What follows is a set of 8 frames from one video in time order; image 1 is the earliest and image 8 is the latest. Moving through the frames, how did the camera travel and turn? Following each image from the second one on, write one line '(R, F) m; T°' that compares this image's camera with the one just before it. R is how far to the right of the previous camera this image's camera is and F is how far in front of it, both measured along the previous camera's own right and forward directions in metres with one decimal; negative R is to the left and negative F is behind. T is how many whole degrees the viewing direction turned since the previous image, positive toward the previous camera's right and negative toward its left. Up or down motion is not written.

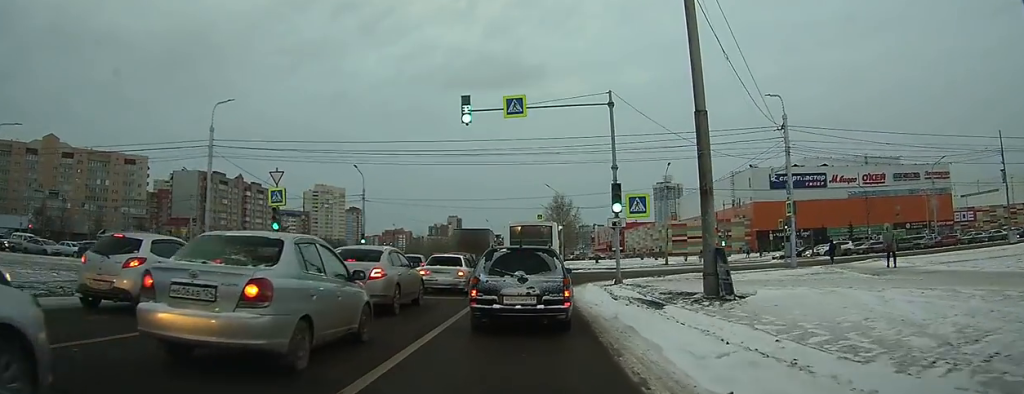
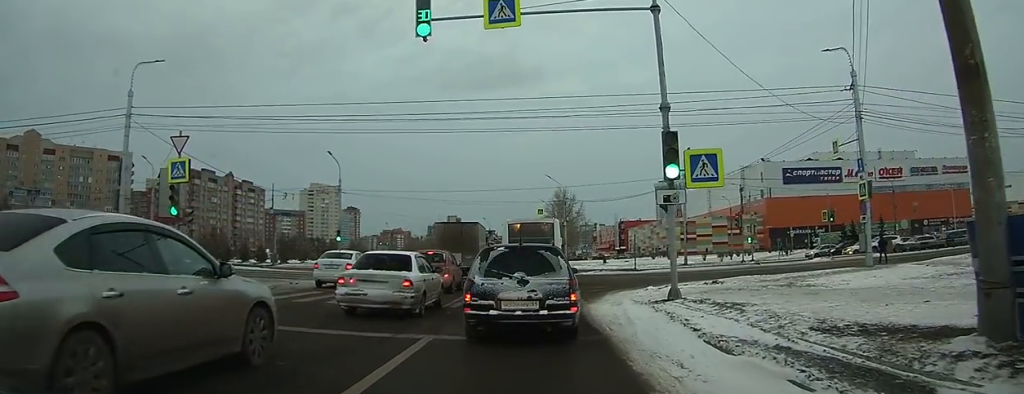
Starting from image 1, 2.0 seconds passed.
(-0.2, +9.8) m; -1°
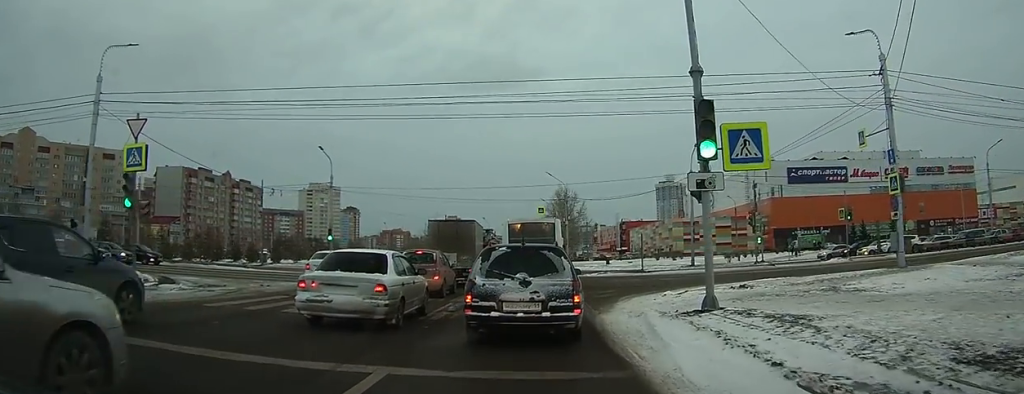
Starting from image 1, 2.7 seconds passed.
(0.0, +3.0) m; -1°
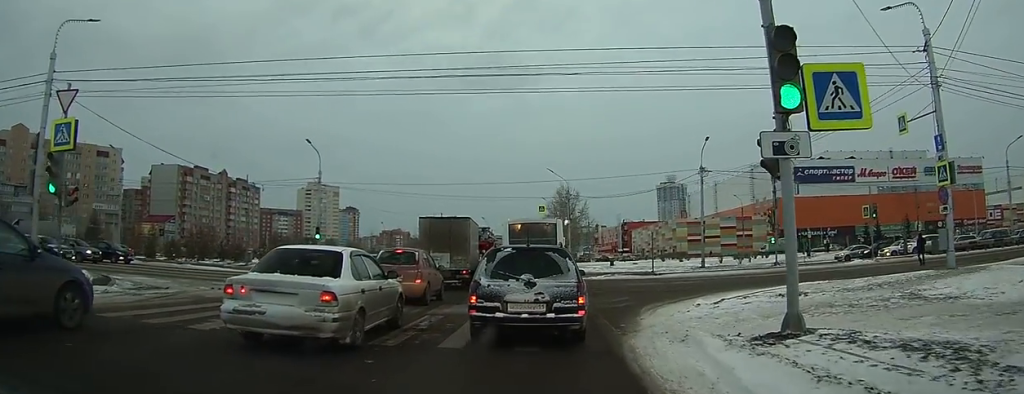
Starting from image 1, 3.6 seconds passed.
(0.0, +4.0) m; -1°
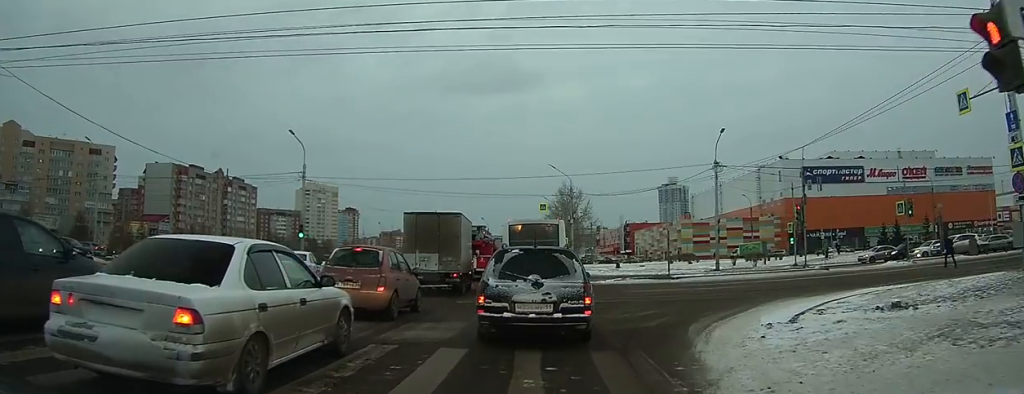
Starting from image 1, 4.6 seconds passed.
(0.0, +4.8) m; +3°
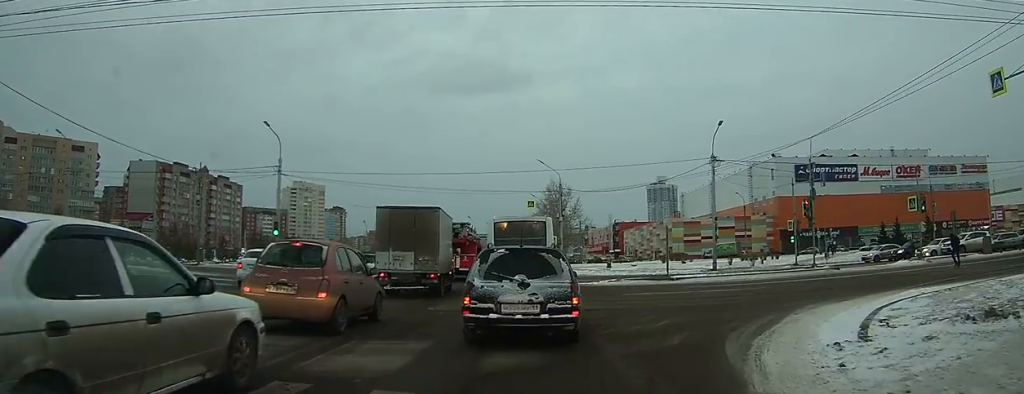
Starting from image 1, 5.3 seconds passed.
(0.0, +2.9) m; +4°
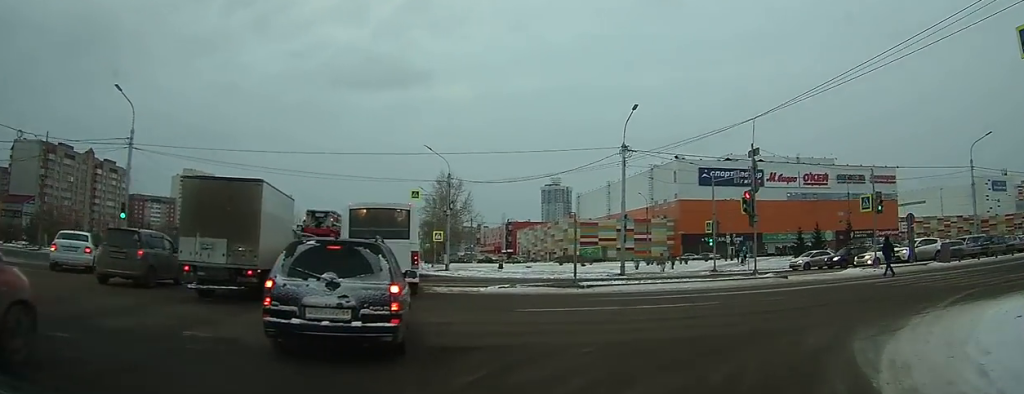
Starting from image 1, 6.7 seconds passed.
(+0.8, +6.5) m; +13°
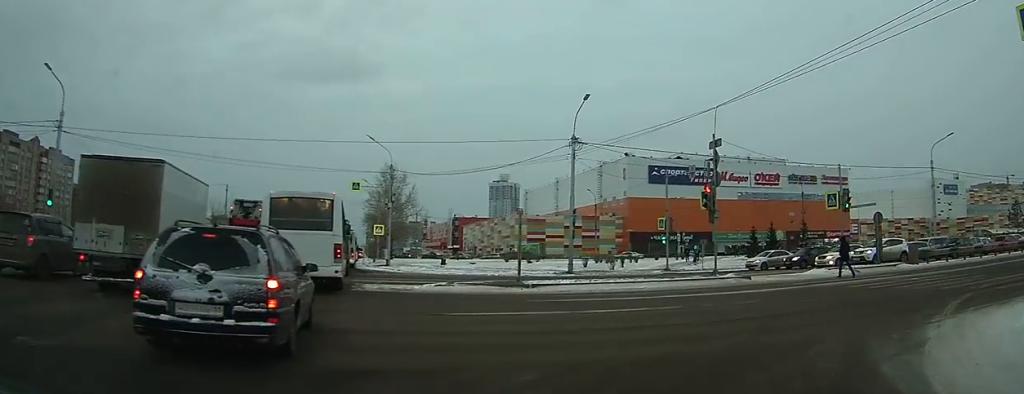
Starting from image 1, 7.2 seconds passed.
(0.0, +2.1) m; +5°
